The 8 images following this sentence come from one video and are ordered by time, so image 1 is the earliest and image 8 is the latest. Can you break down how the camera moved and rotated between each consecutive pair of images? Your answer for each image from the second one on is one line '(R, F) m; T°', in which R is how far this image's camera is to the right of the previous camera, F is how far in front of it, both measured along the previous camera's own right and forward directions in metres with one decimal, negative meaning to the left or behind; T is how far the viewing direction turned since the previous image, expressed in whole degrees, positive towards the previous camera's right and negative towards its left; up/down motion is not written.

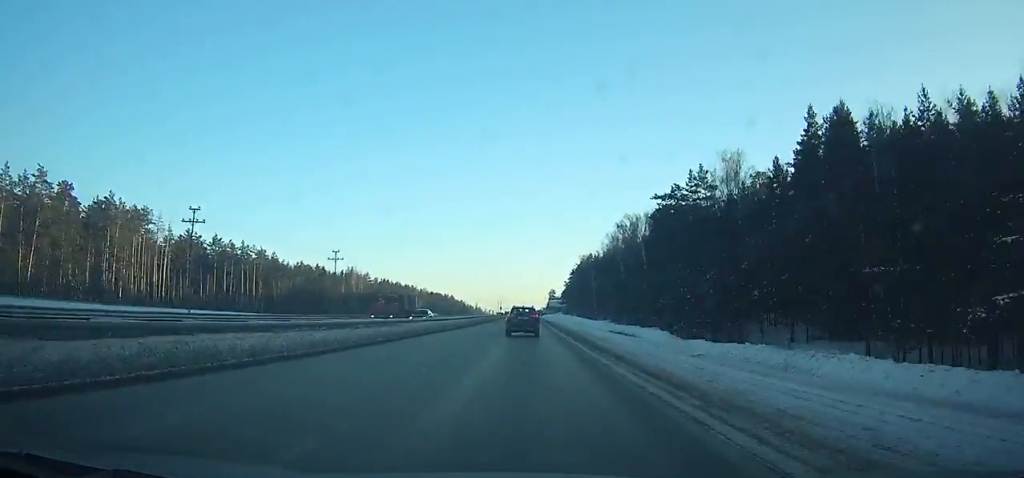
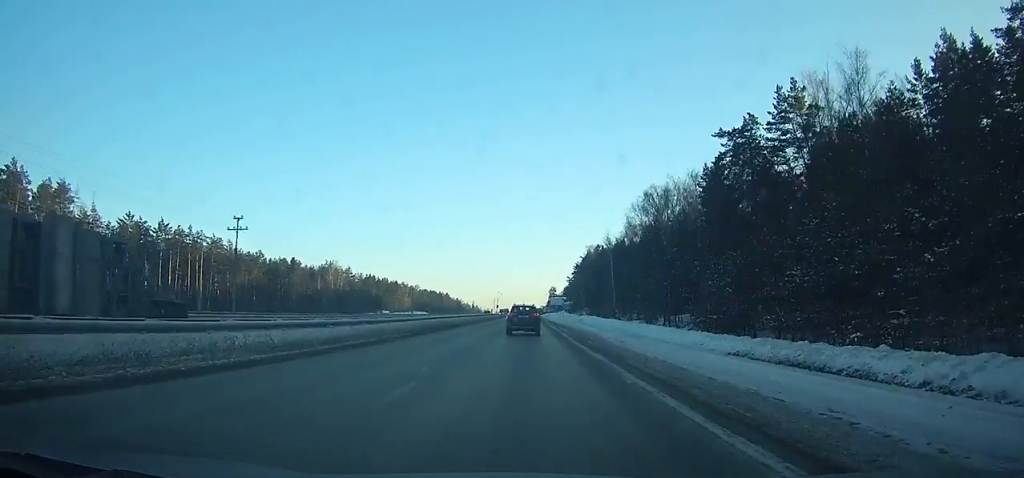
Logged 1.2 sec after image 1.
(0.0, +31.4) m; 0°
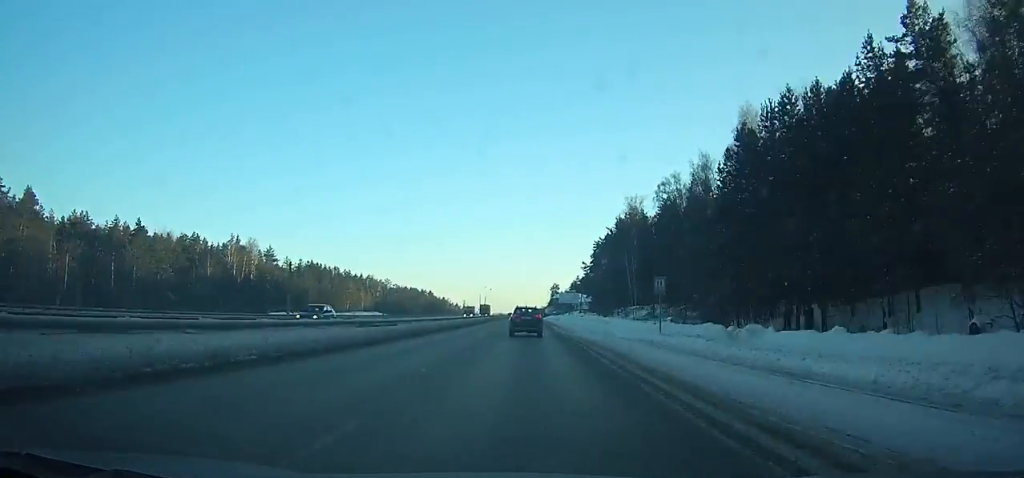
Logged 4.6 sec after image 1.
(+0.1, +88.0) m; 0°
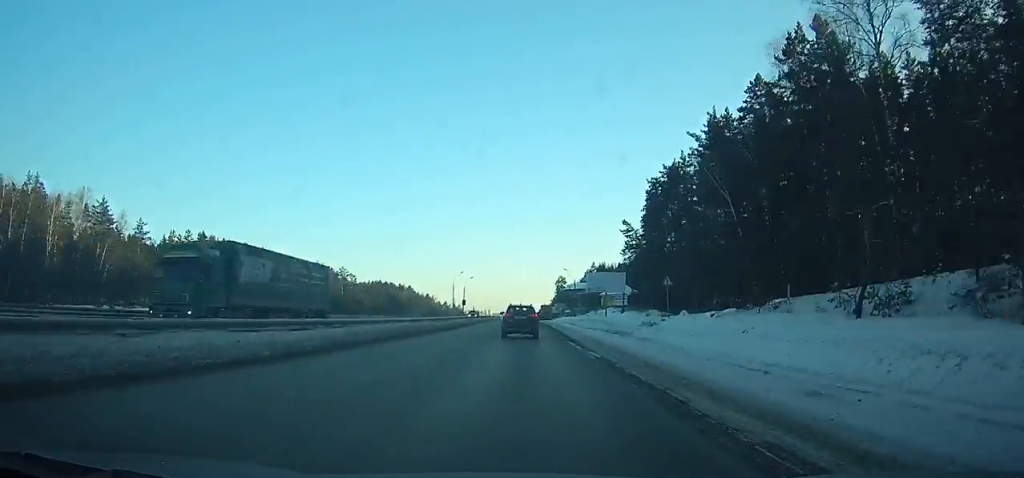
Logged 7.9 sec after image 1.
(+0.2, +83.6) m; 0°
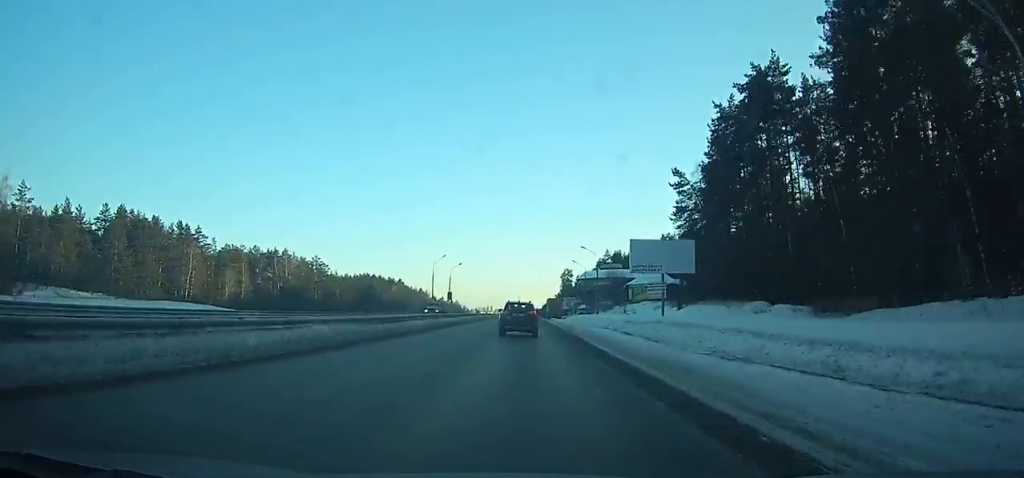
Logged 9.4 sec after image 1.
(0.0, +37.2) m; 0°
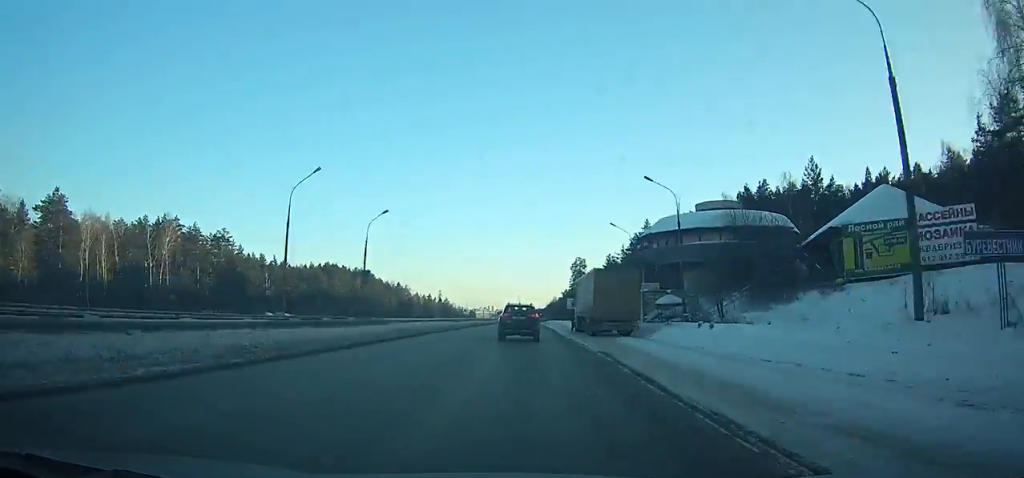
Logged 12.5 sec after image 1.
(-0.2, +75.3) m; 0°
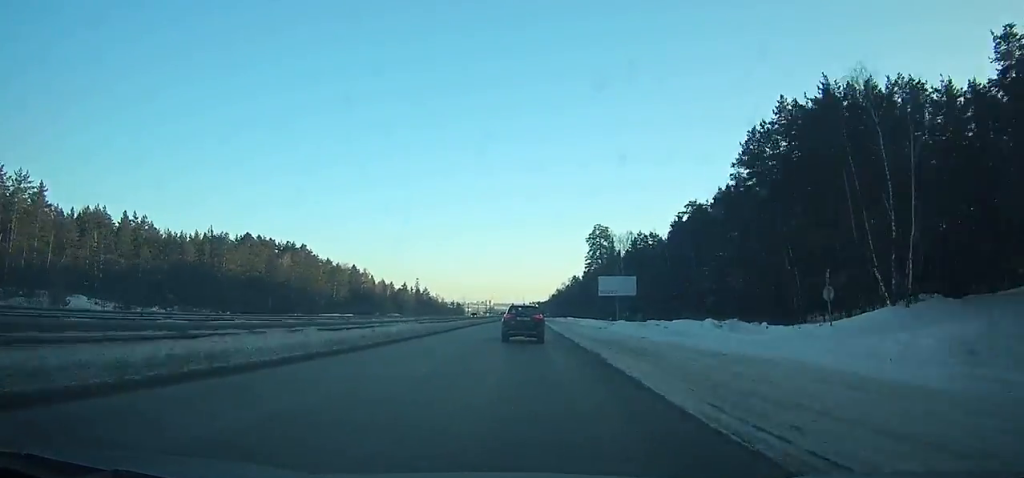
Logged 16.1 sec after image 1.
(-0.2, +85.2) m; 0°
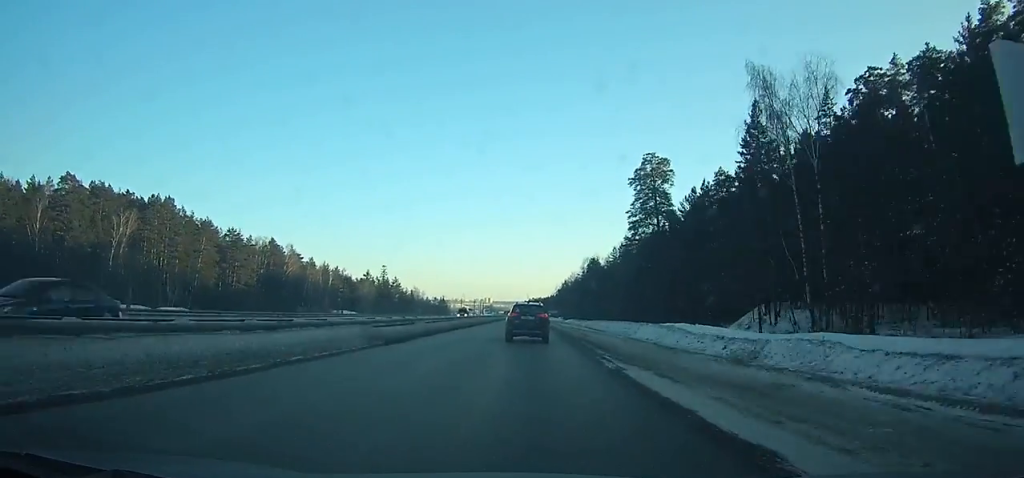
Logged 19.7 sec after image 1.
(+0.6, +83.2) m; +1°
